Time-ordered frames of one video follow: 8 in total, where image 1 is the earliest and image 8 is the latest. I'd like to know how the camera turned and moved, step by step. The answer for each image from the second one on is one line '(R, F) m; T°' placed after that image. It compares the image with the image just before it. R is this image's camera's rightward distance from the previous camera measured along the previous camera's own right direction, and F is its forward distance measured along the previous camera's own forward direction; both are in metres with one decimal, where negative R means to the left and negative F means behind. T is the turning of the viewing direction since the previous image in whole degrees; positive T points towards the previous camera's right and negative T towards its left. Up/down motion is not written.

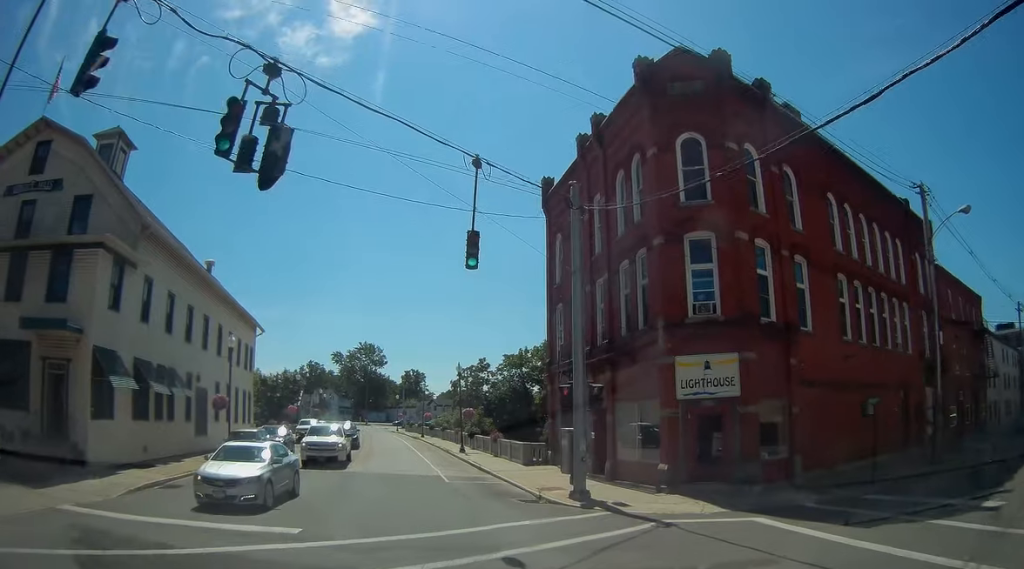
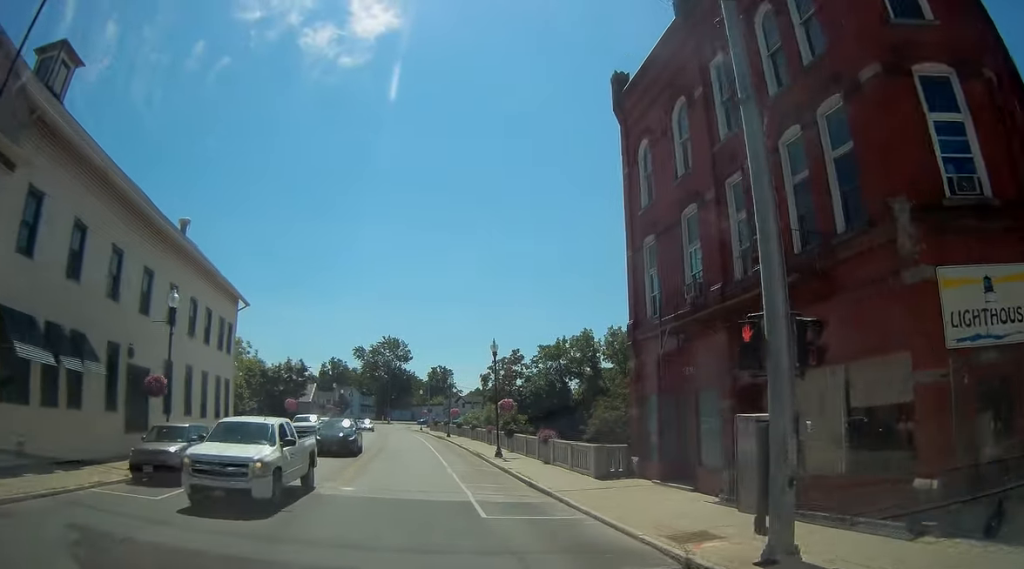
(0.0, +10.5) m; +1°
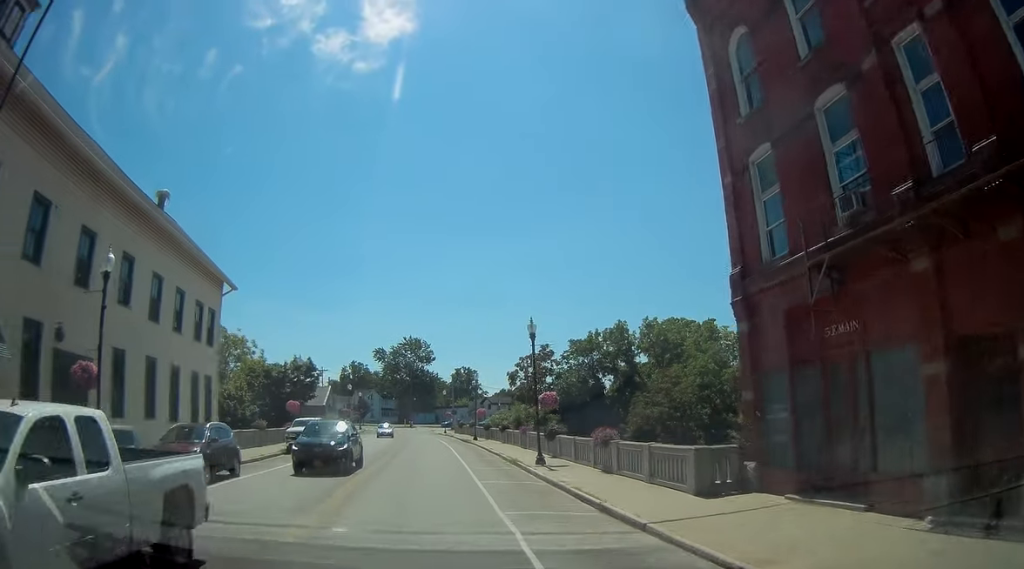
(+0.1, +6.9) m; -2°
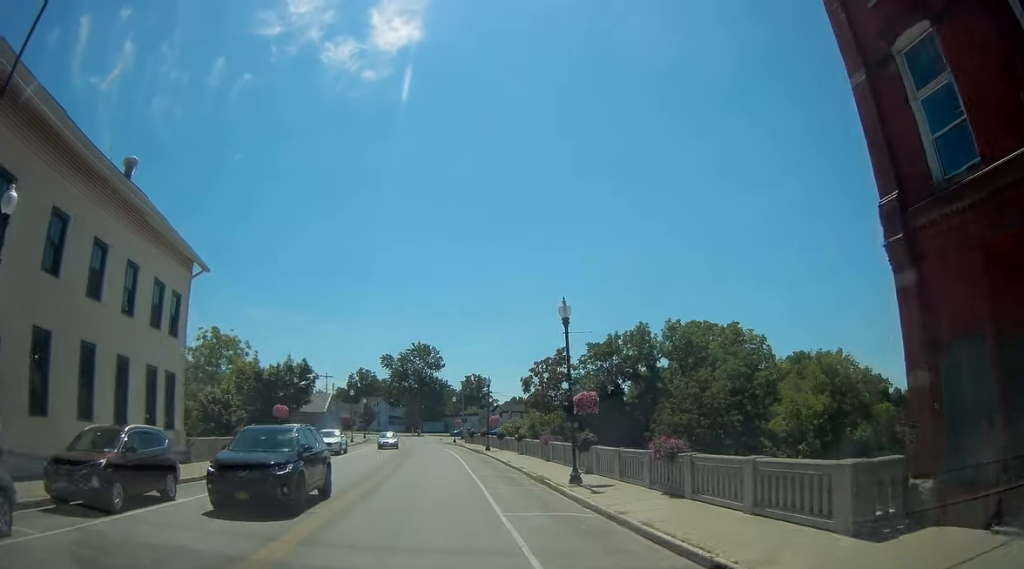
(-0.1, +5.8) m; -2°
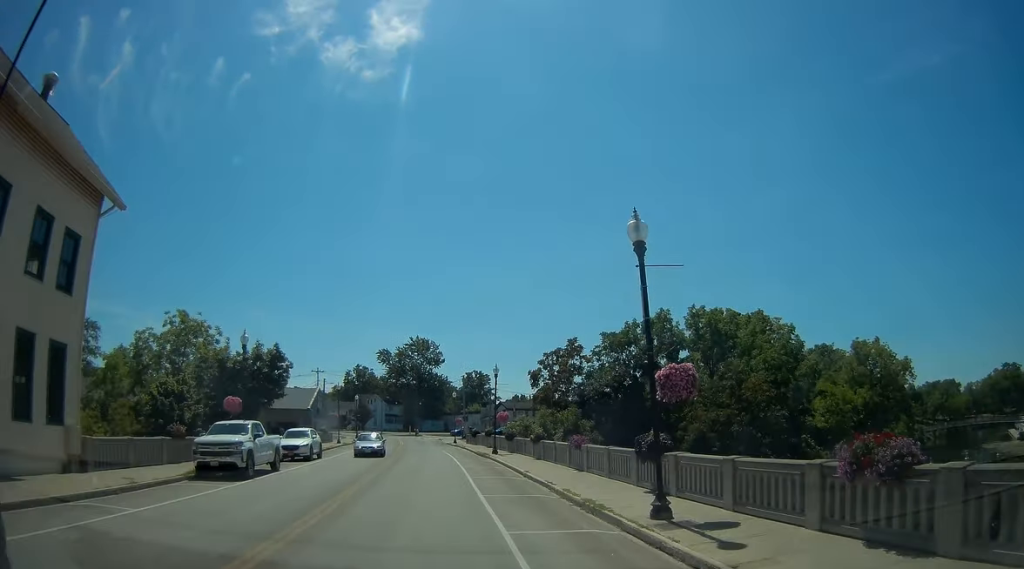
(-0.4, +9.0) m; -2°
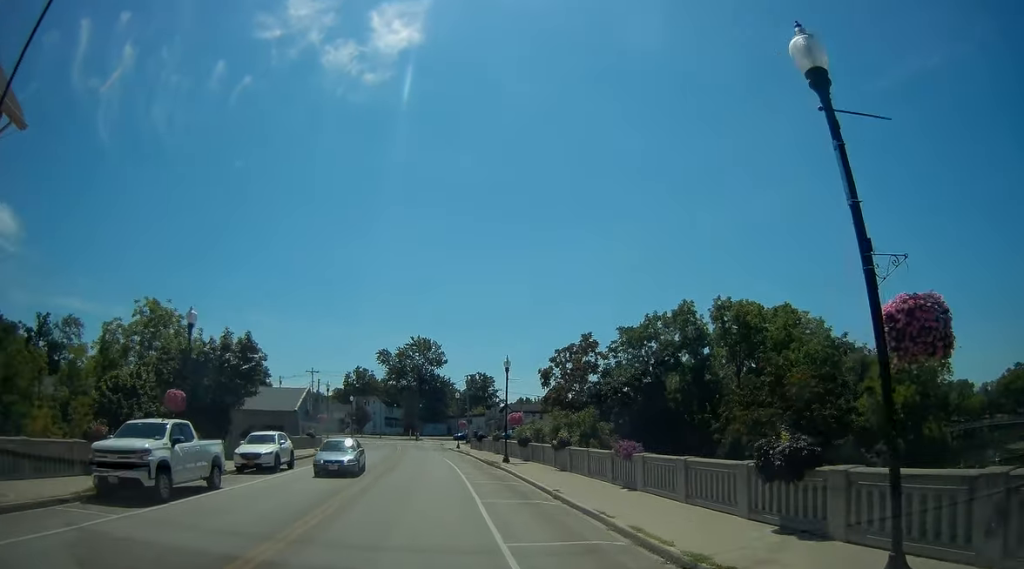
(+0.1, +7.1) m; 0°
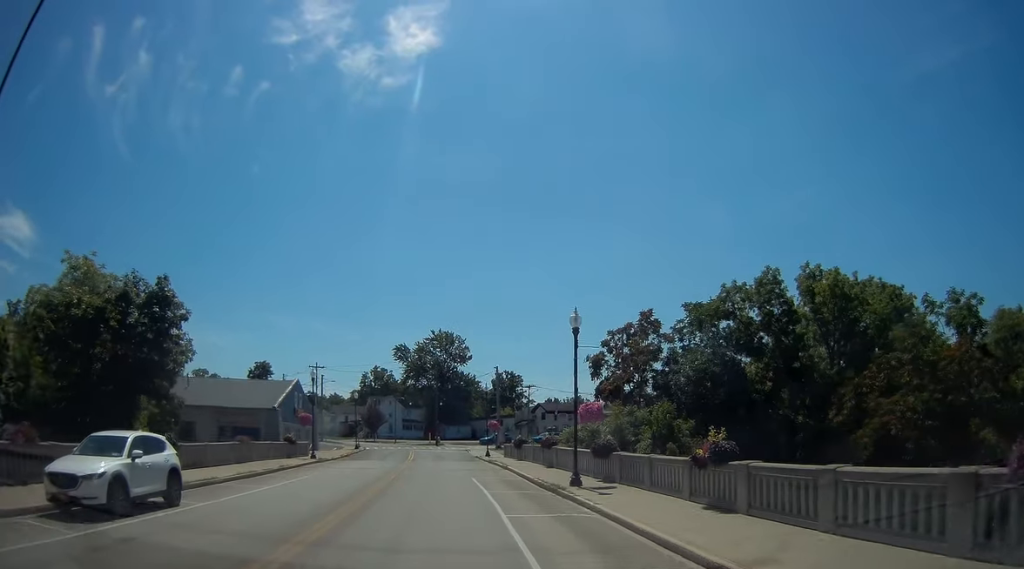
(-0.4, +15.0) m; -2°
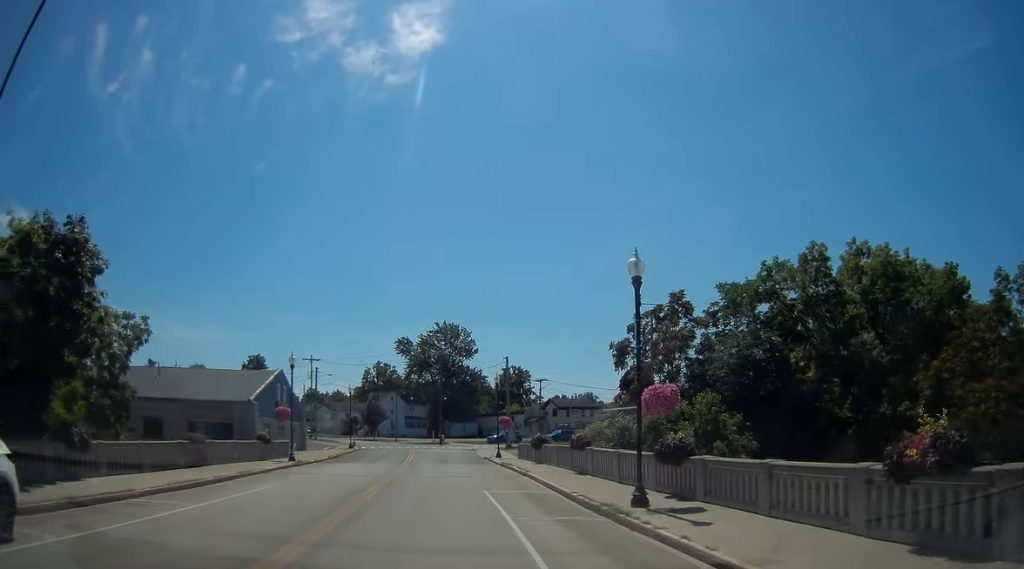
(0.0, +7.1) m; 0°
